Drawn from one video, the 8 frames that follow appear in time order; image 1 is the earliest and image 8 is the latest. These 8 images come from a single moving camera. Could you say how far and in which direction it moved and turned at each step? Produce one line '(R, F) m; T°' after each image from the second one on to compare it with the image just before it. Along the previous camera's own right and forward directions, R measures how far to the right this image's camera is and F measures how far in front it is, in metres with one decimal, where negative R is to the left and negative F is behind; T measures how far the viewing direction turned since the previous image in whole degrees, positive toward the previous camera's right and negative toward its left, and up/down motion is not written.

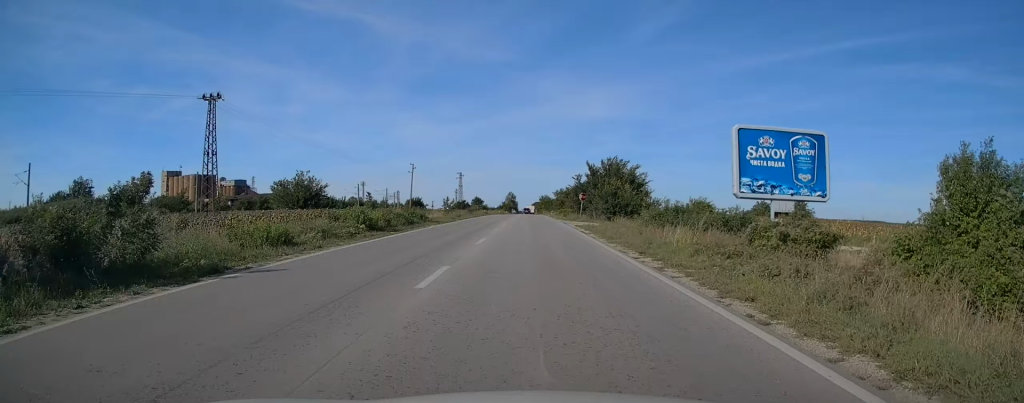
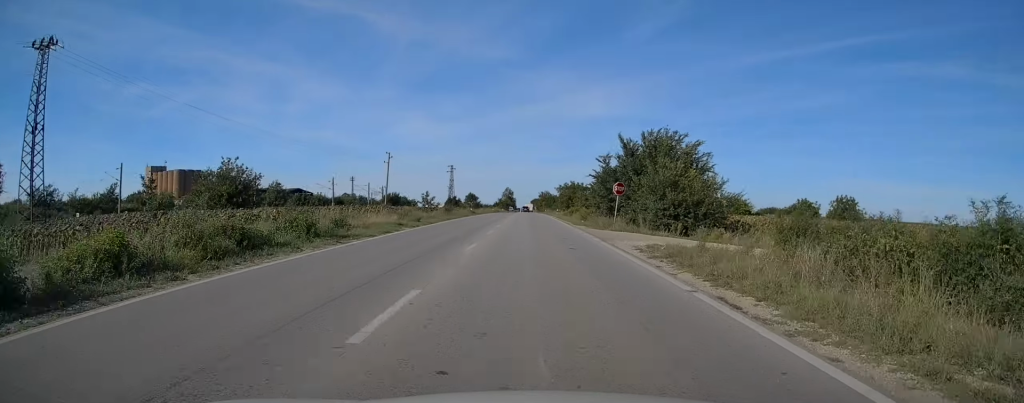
(-0.2, +21.5) m; 0°
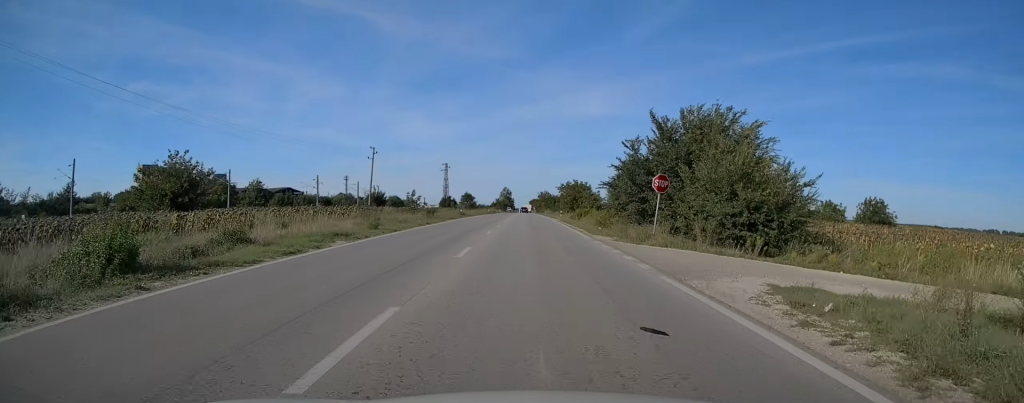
(+0.2, +10.3) m; 0°
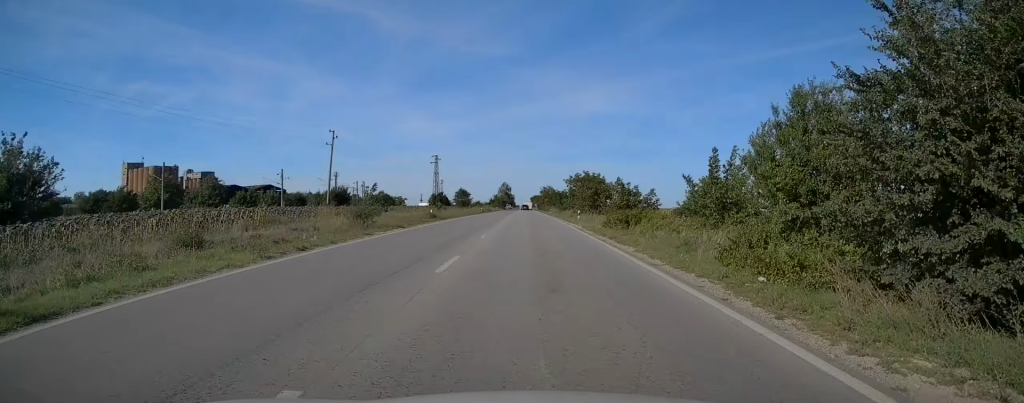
(0.0, +21.1) m; 0°
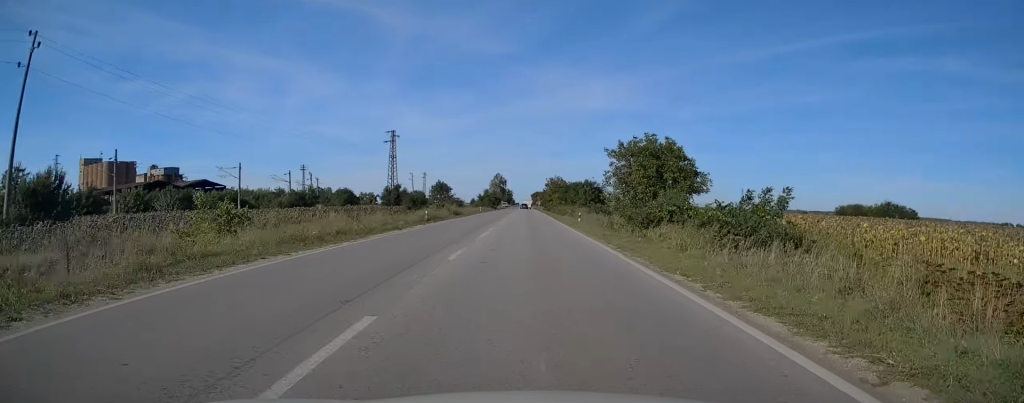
(+0.5, +51.3) m; +1°
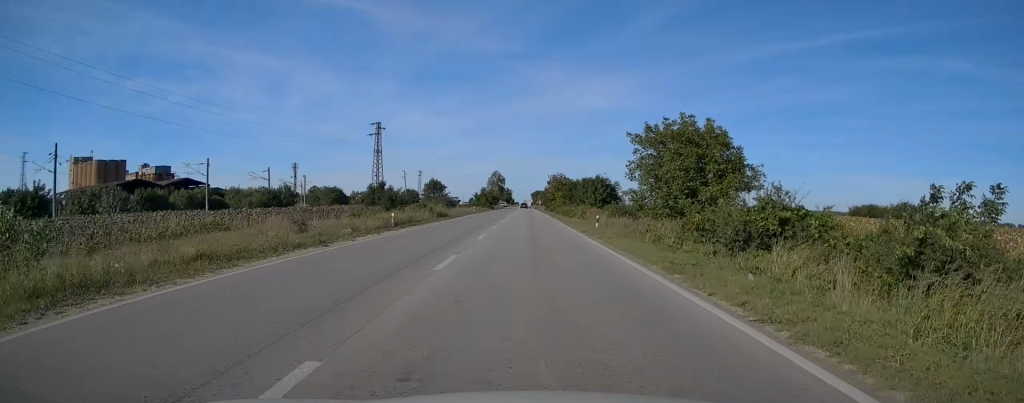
(-0.1, +10.6) m; 0°
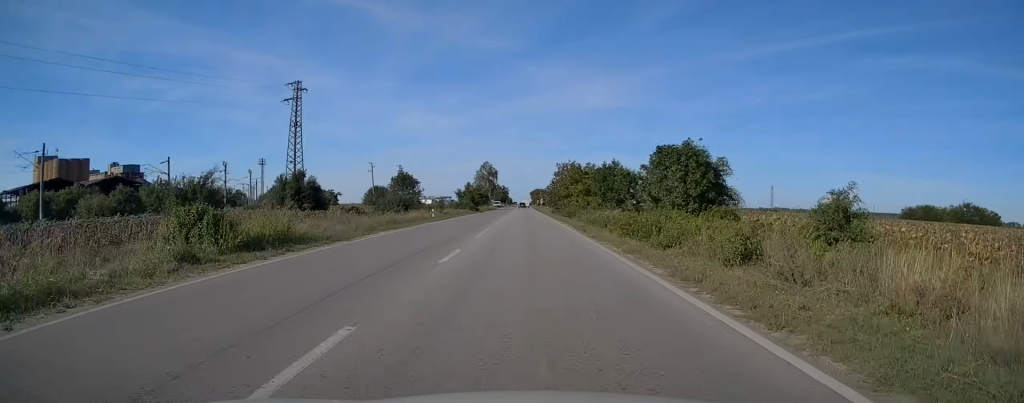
(-0.1, +34.7) m; 0°
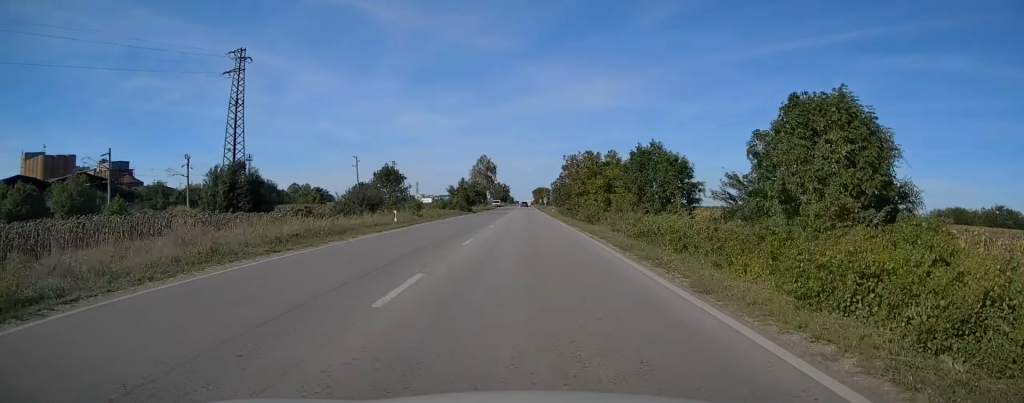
(0.0, +14.1) m; 0°
